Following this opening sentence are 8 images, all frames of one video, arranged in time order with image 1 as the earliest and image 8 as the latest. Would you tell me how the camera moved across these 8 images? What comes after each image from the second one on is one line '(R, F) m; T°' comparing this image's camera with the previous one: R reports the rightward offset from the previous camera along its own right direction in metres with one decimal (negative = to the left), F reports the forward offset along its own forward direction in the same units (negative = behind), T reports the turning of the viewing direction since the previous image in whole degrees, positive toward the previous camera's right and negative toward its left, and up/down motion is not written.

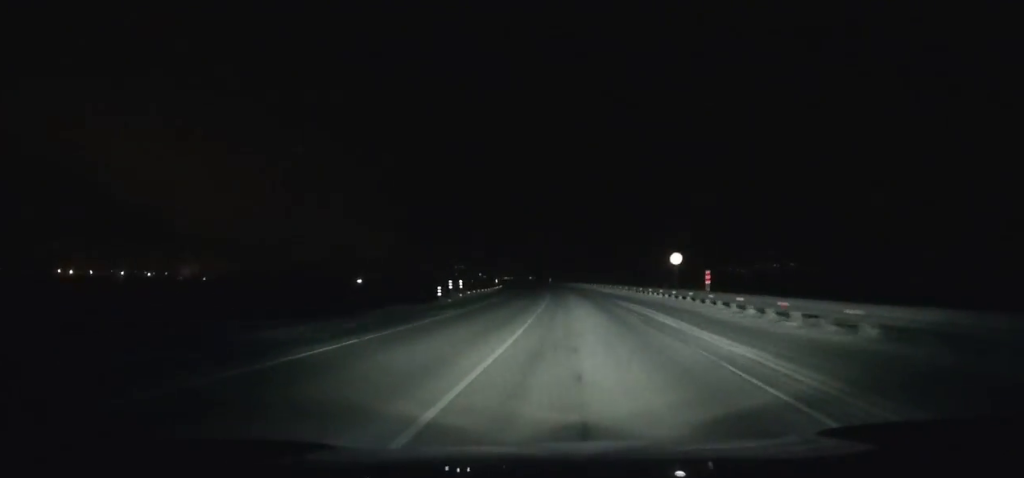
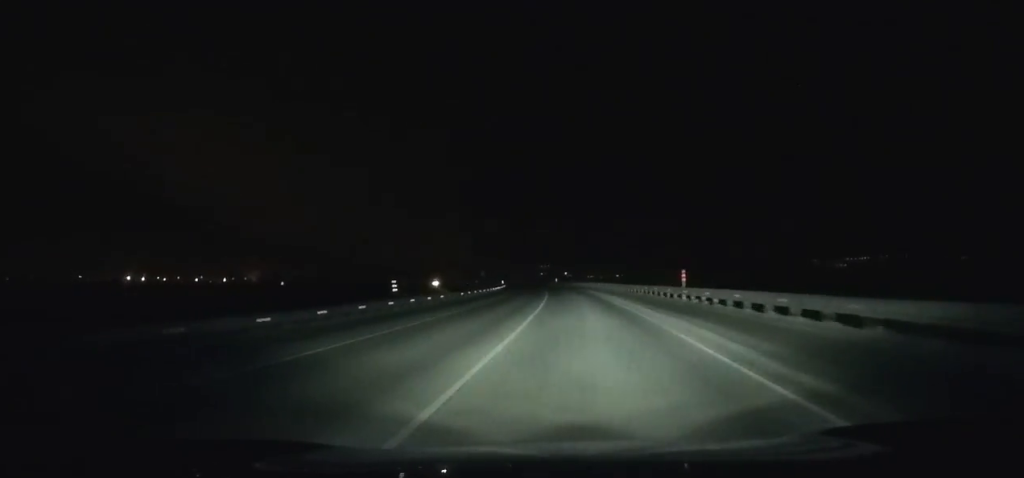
(-8.9, +127.3) m; -8°
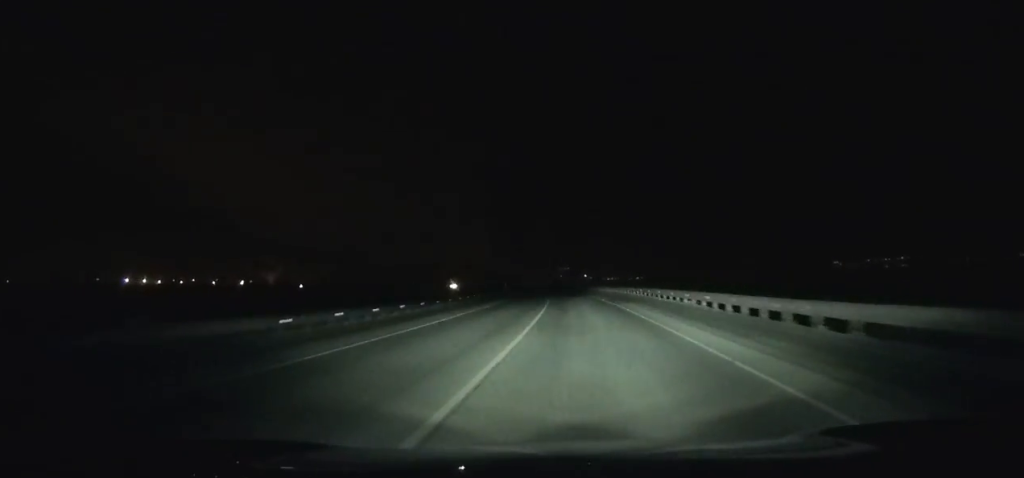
(-0.5, +31.7) m; -2°
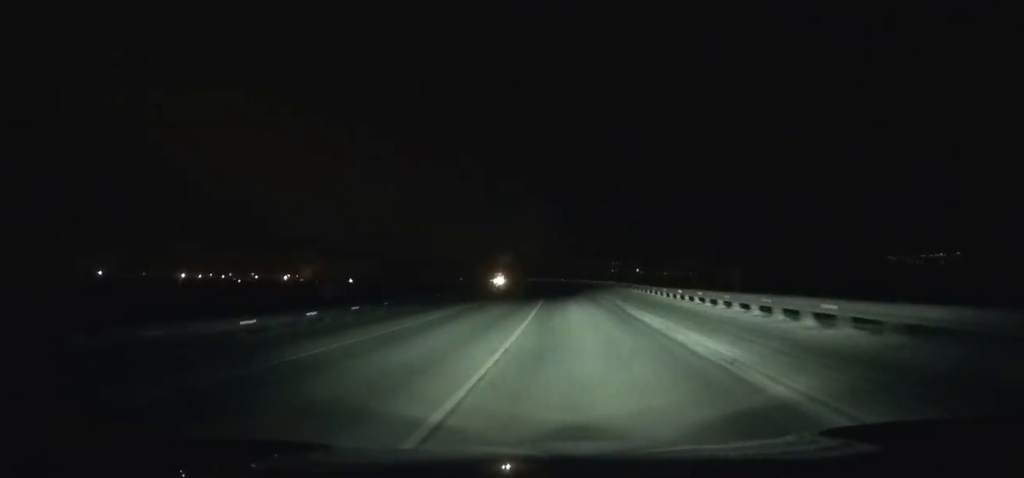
(-4.9, +104.4) m; -5°
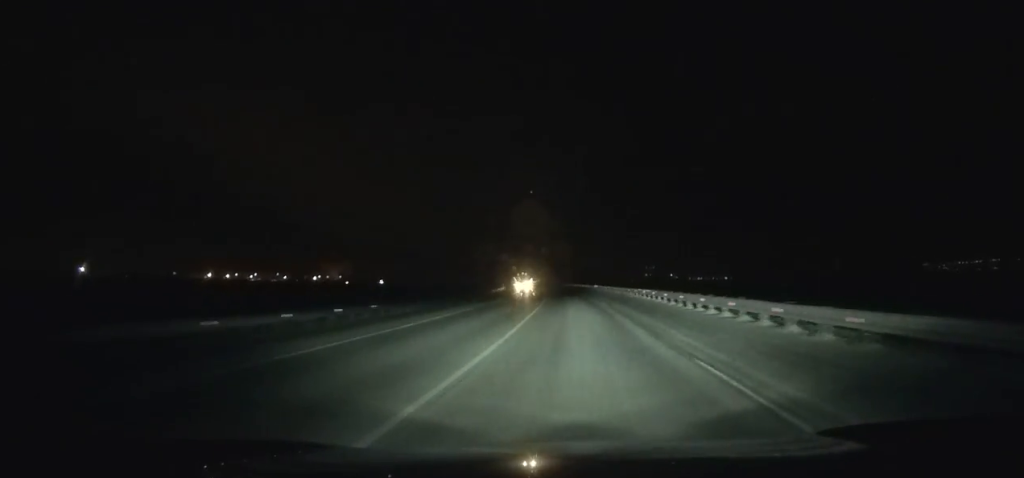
(-0.8, +58.4) m; -3°
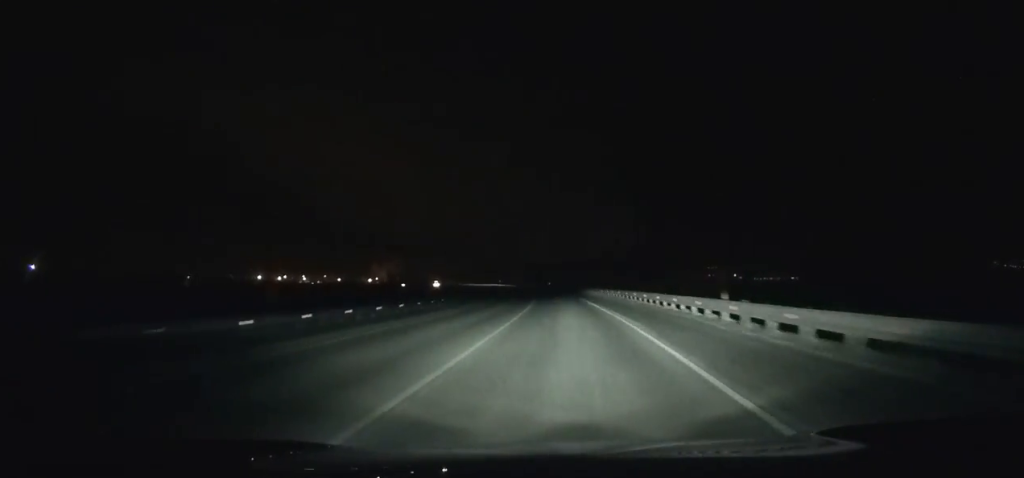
(-6.3, +107.0) m; -7°
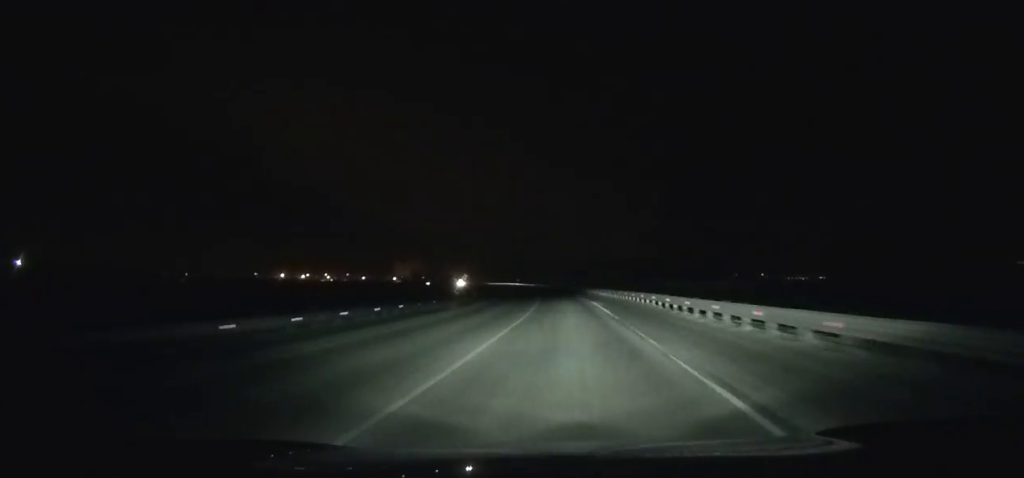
(0.0, +34.2) m; -2°
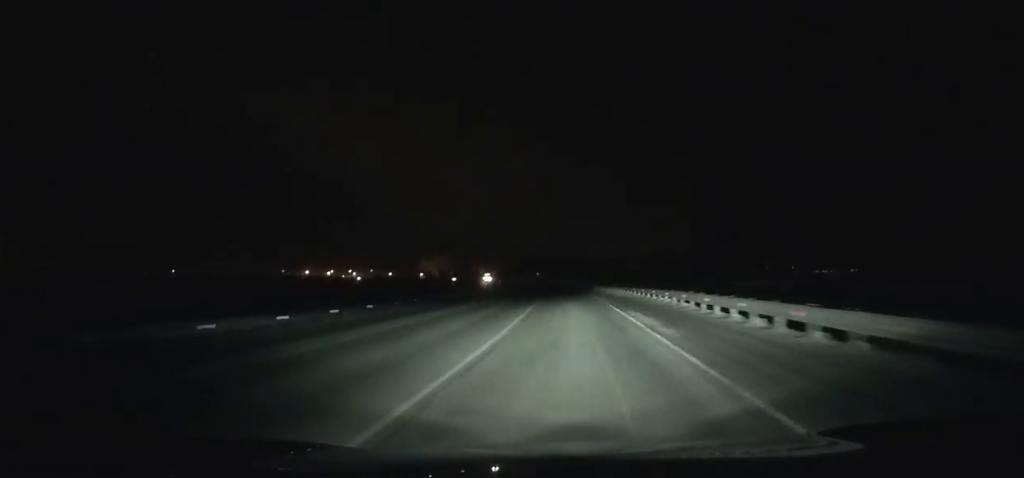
(-1.9, +46.4) m; -3°
